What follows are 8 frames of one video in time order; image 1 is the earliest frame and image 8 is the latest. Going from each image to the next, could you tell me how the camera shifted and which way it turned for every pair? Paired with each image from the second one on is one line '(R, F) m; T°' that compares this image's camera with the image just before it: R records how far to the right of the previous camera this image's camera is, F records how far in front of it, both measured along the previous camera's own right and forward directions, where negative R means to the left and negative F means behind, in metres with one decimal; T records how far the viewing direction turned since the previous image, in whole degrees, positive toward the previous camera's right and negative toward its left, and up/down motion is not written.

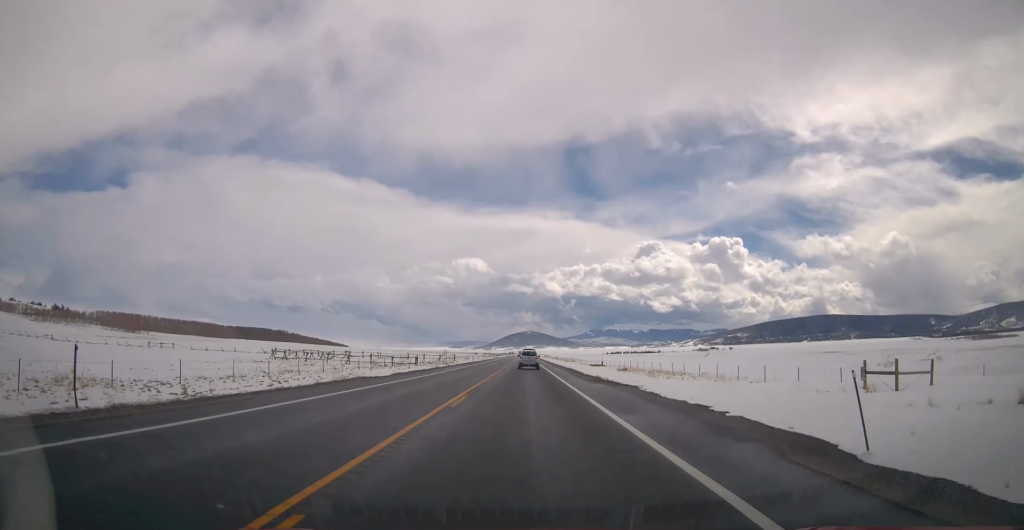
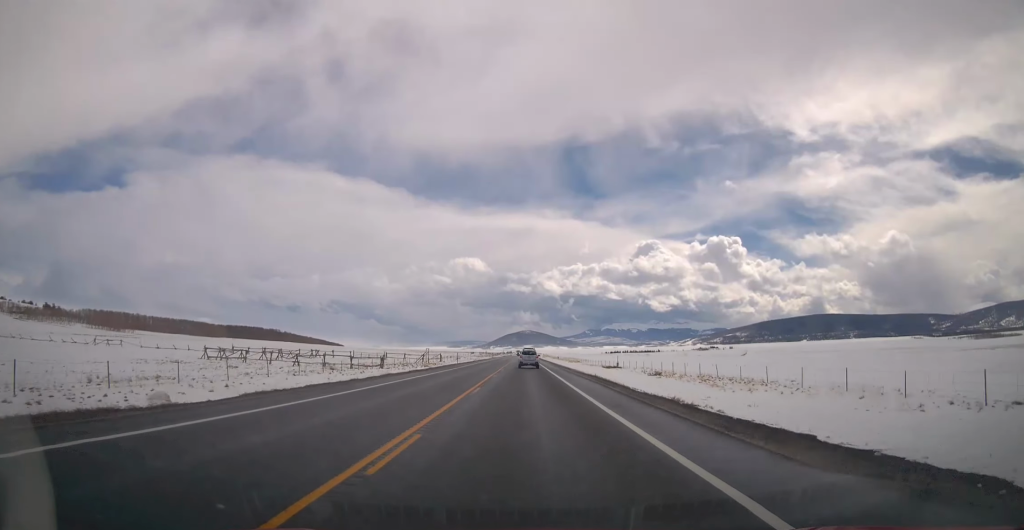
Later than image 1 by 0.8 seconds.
(0.0, +20.2) m; 0°
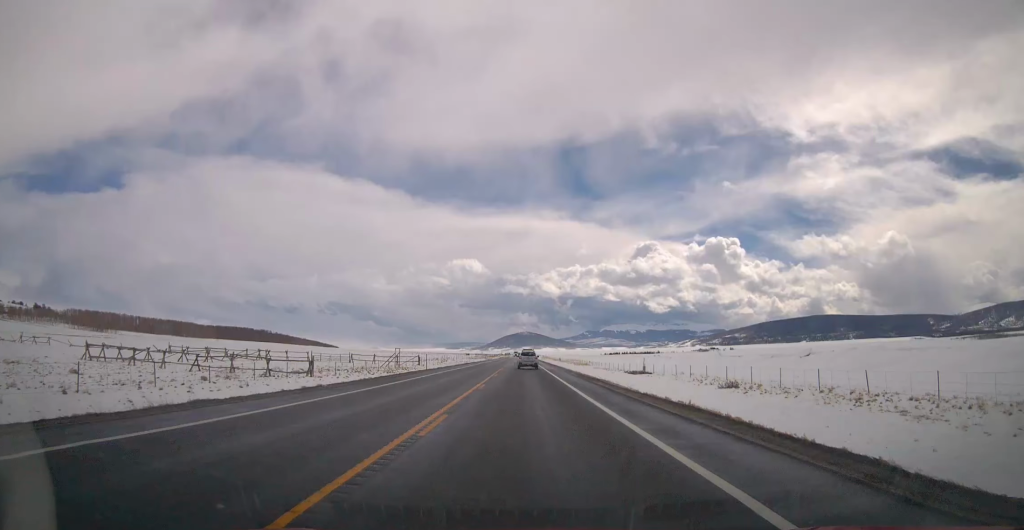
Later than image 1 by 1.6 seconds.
(-0.1, +21.0) m; 0°
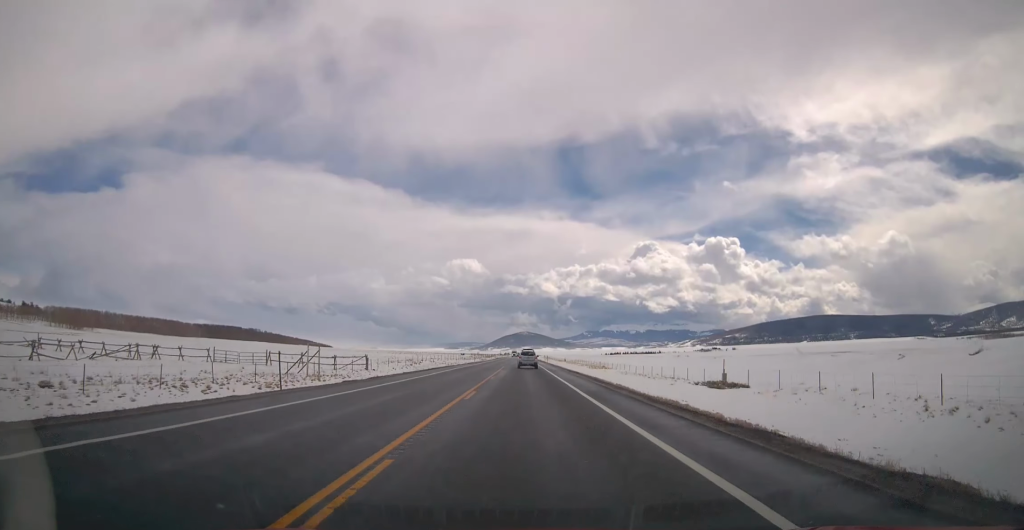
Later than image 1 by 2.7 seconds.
(+0.1, +29.3) m; +2°
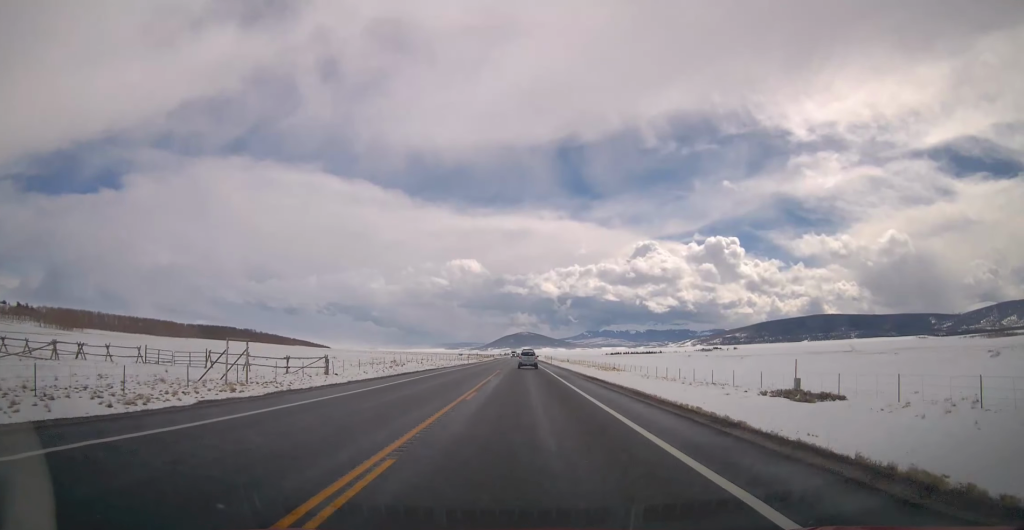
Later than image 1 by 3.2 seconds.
(+0.3, +12.3) m; 0°
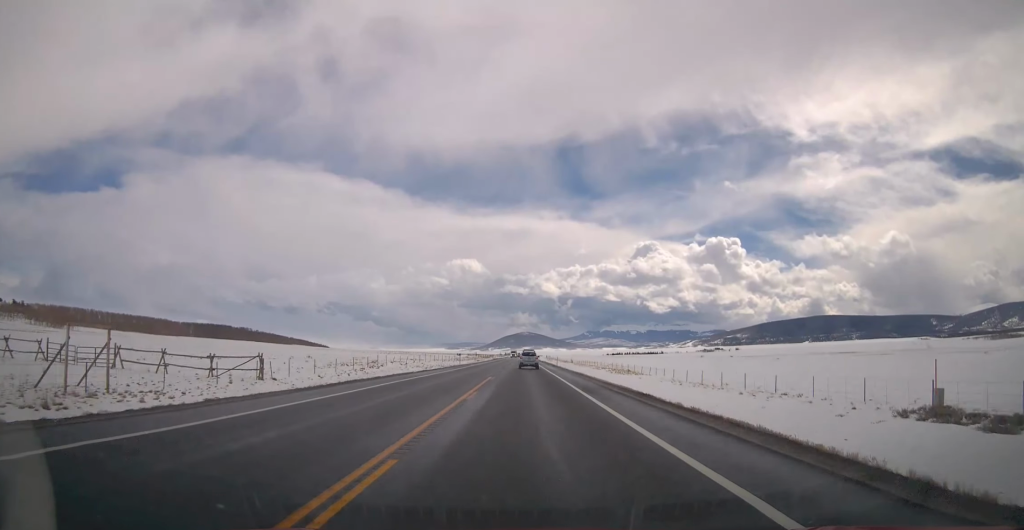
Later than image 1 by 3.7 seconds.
(+0.3, +12.0) m; 0°
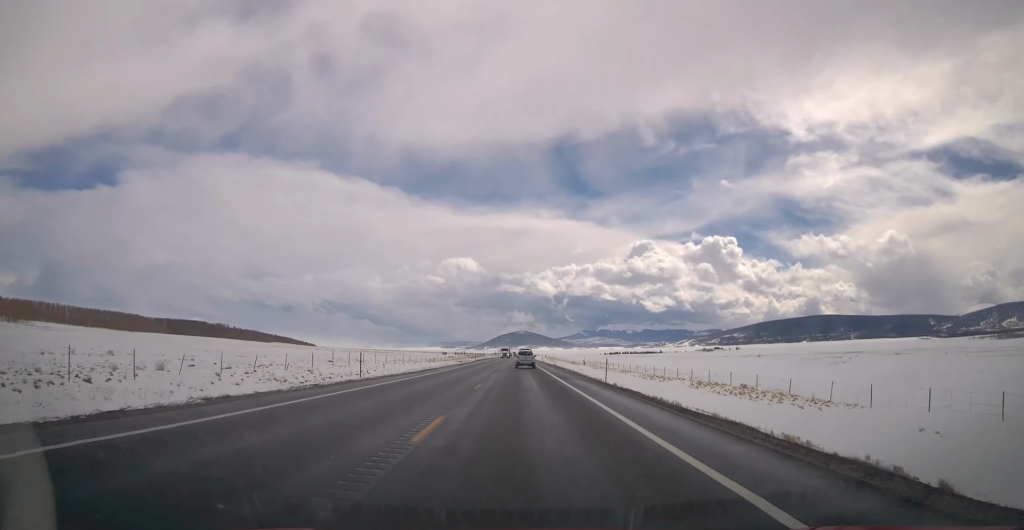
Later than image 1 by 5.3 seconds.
(-1.2, +43.6) m; -1°
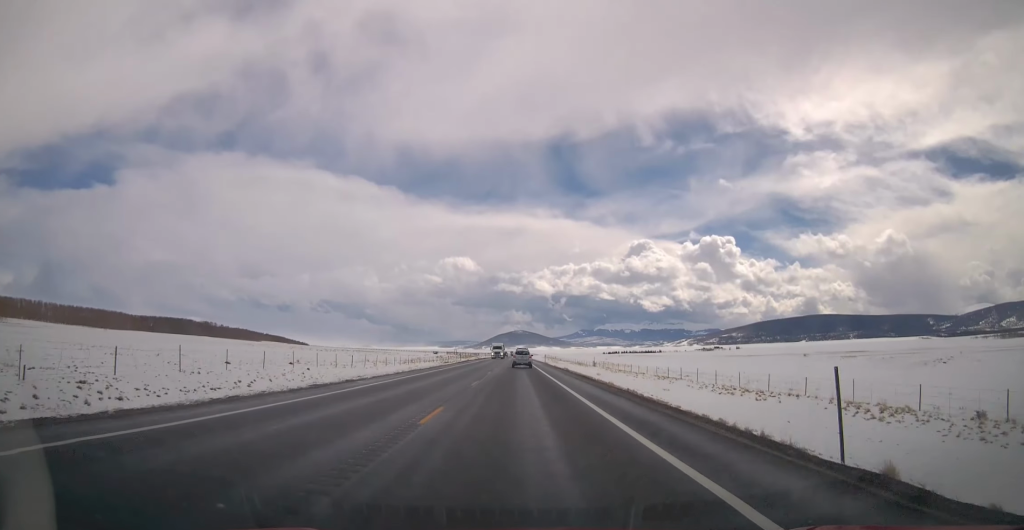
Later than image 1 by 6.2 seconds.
(+0.2, +22.8) m; +1°
